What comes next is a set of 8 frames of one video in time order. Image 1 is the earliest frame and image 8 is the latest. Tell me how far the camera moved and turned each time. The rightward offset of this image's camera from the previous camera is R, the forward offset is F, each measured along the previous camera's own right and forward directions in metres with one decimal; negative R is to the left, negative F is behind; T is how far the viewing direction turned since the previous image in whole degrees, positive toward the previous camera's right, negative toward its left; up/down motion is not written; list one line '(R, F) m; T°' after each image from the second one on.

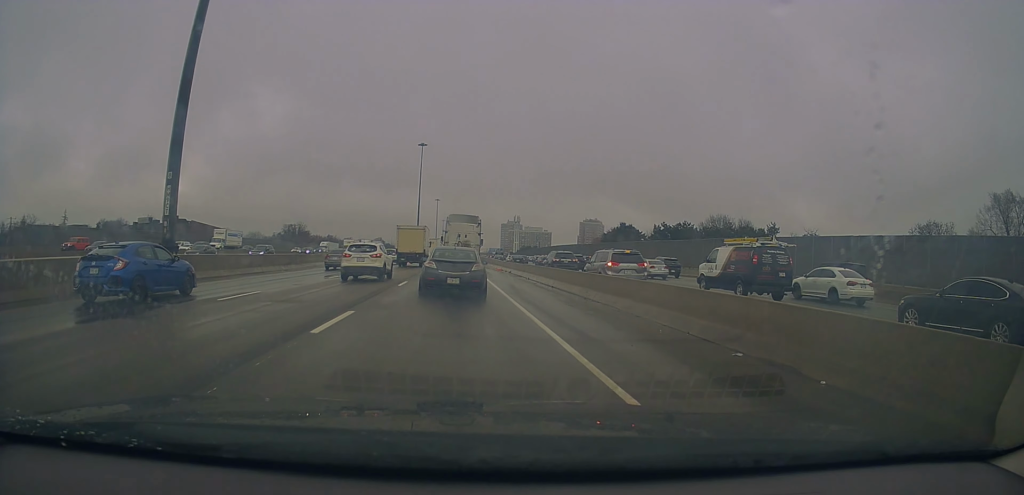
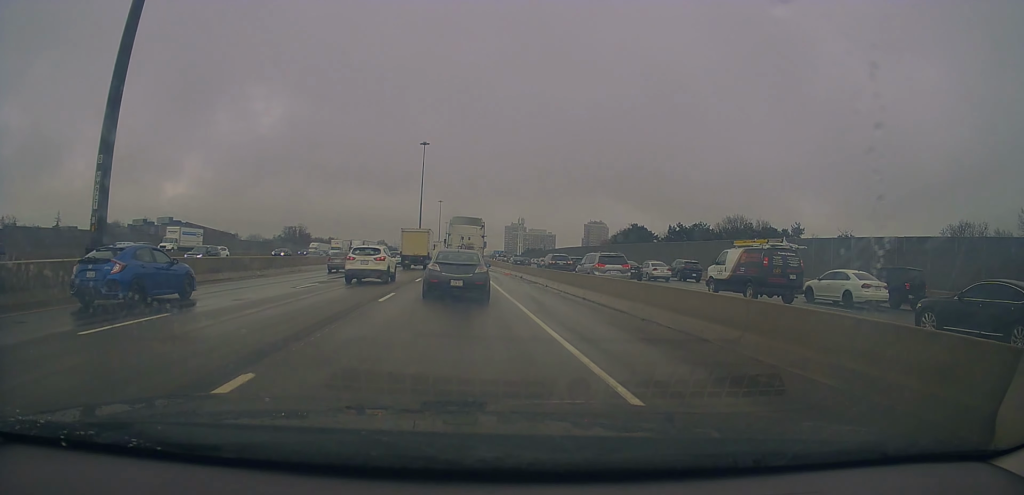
(+0.1, +5.8) m; +1°
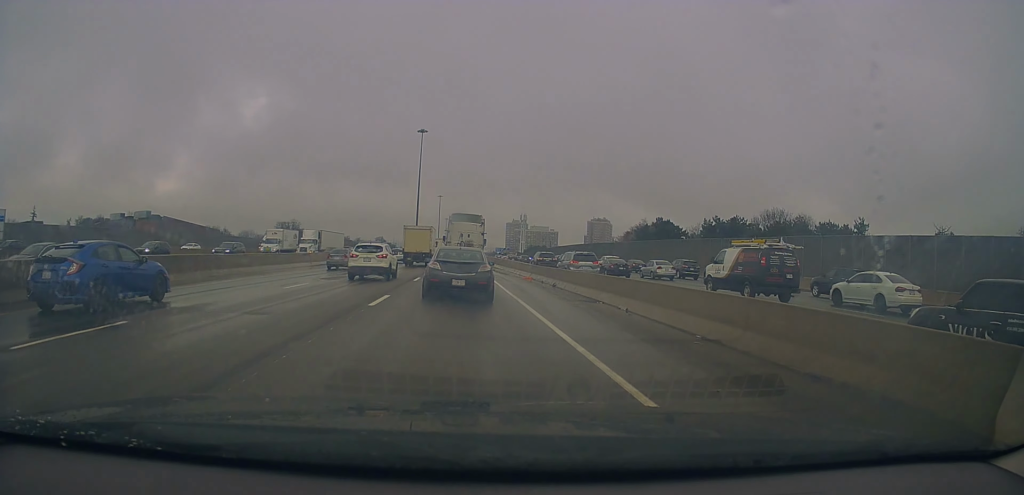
(+0.1, +13.9) m; -2°
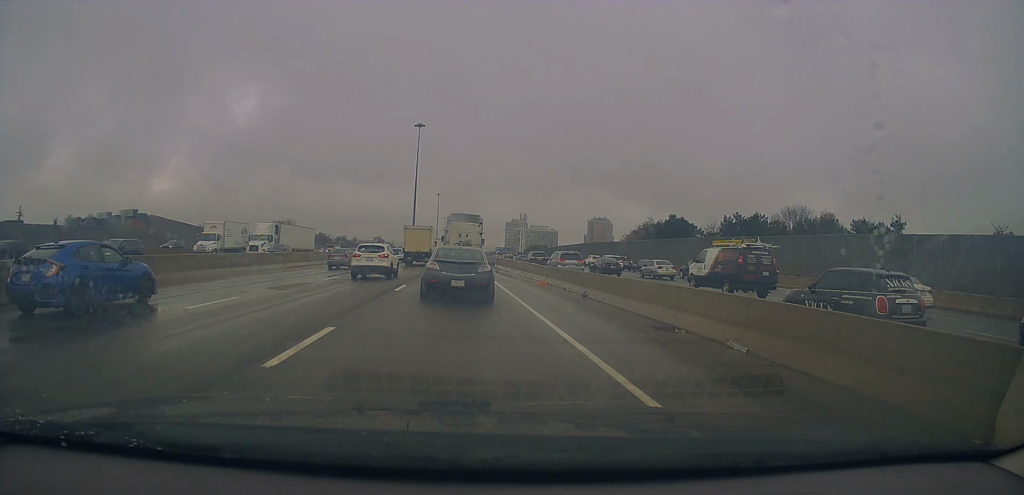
(-0.2, +7.3) m; -1°
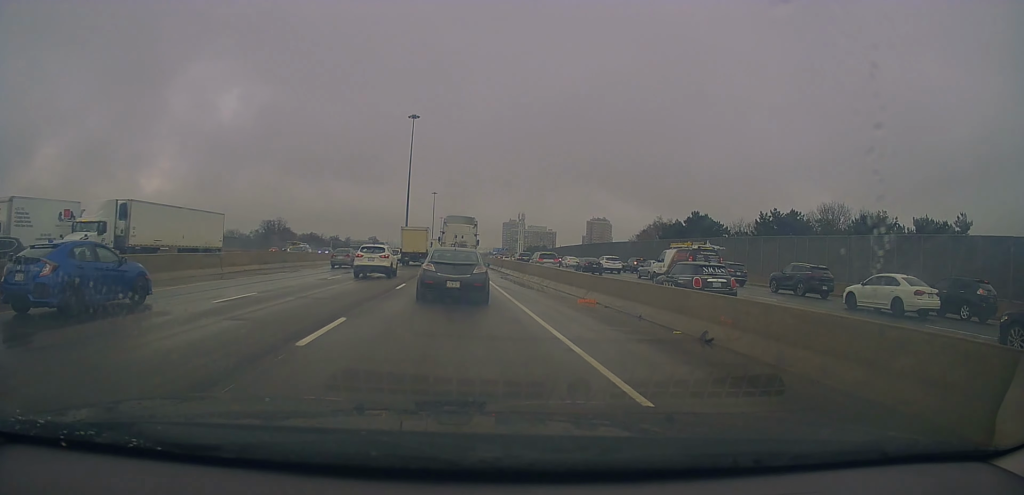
(+0.1, +11.1) m; +2°
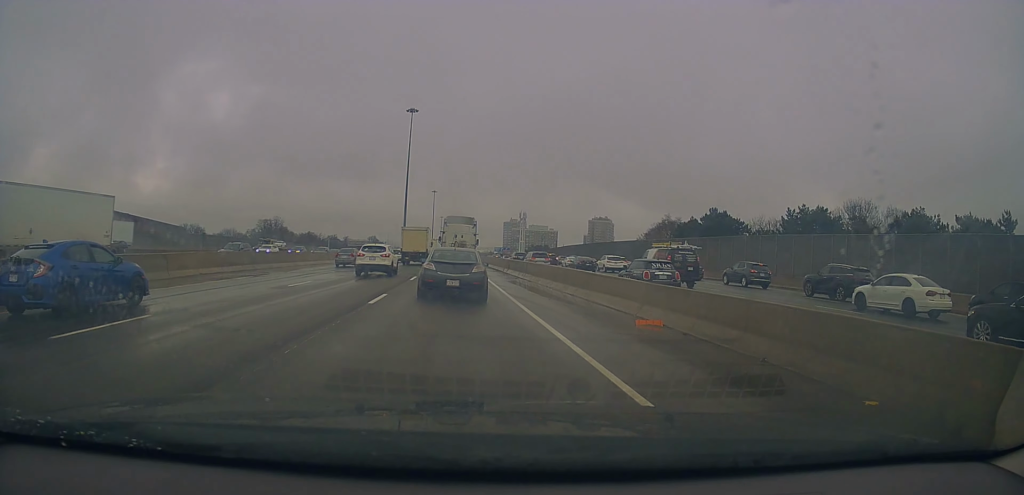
(+0.1, +5.9) m; +2°
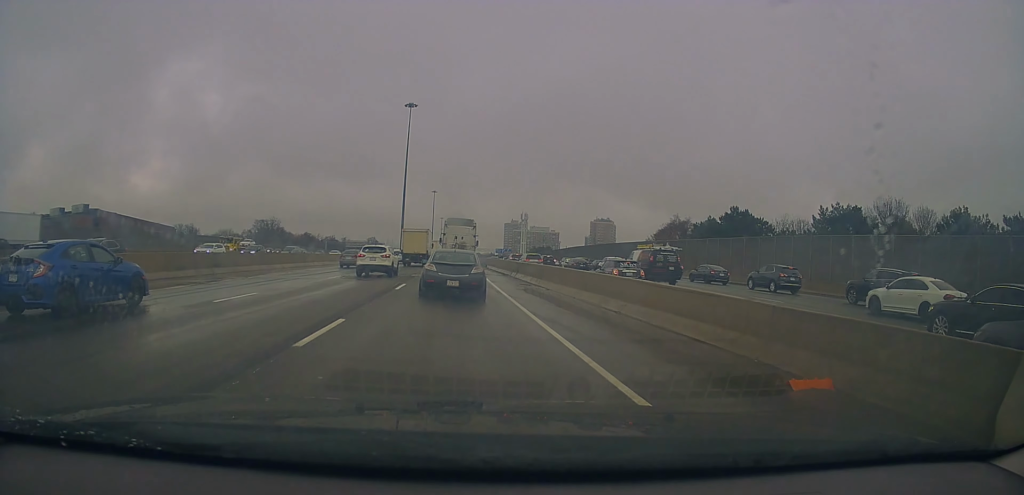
(+0.2, +6.2) m; -3°
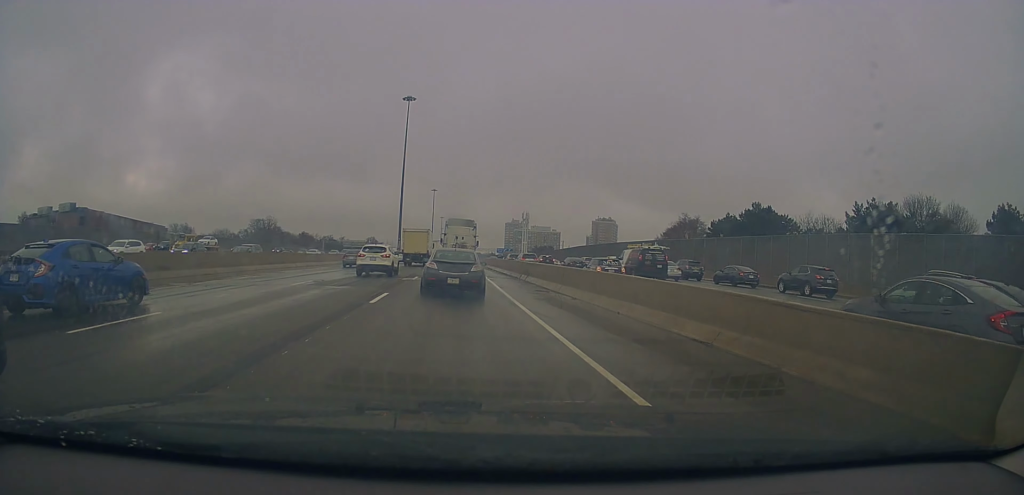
(-0.3, +5.8) m; -1°
